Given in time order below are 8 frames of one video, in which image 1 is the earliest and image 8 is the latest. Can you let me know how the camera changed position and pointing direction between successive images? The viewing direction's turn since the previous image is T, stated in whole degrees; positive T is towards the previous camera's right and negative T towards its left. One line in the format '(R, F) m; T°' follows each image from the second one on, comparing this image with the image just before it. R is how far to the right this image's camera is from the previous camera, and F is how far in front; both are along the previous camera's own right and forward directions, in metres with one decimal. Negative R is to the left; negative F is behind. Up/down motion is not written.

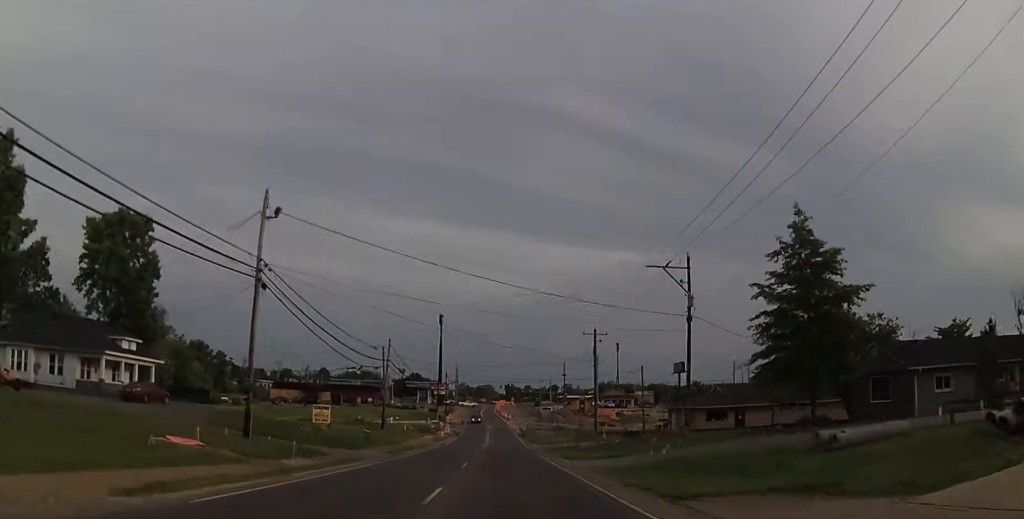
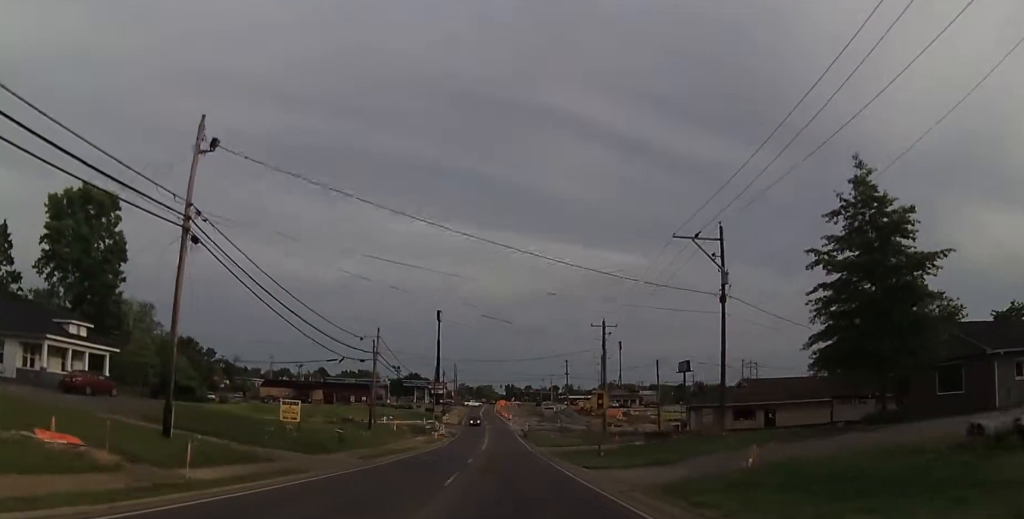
(0.0, +7.1) m; 0°
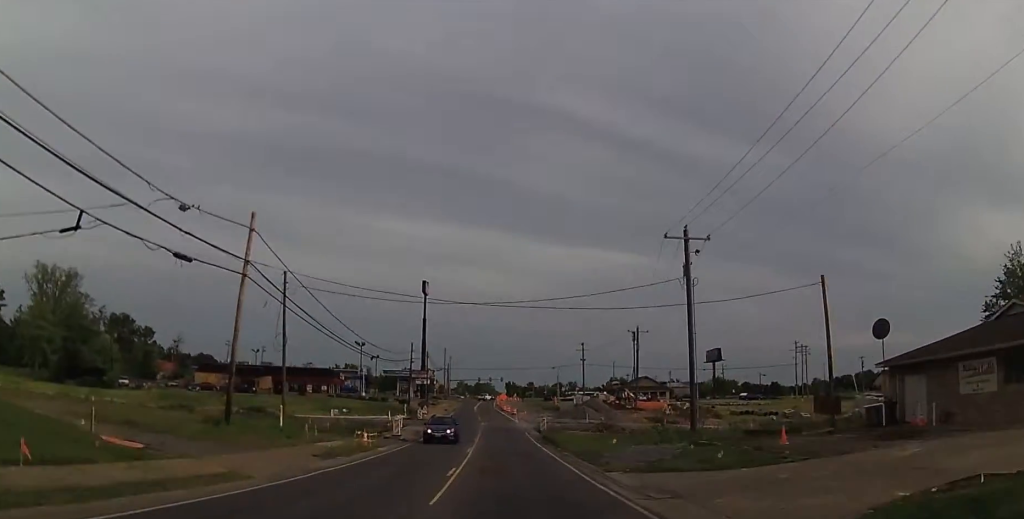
(0.0, +35.4) m; 0°
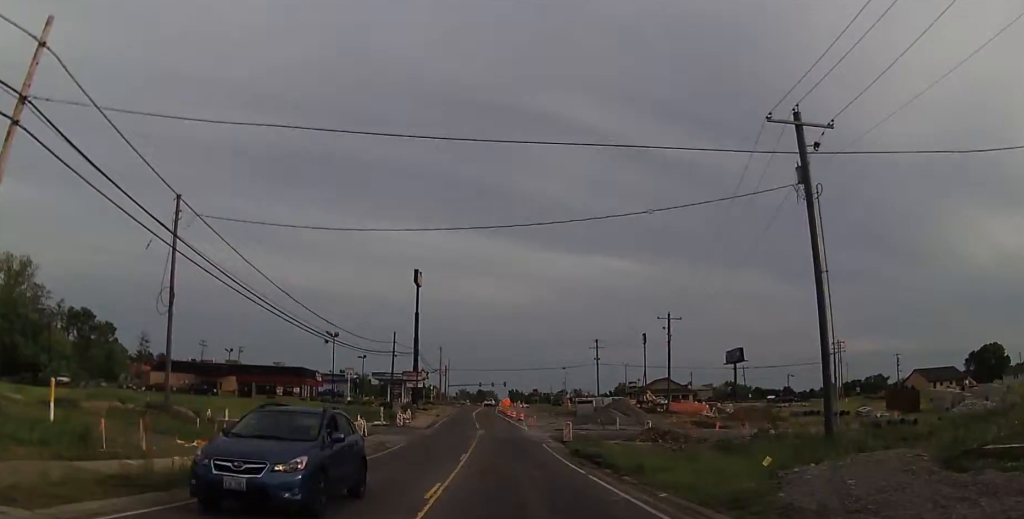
(0.0, +17.9) m; 0°
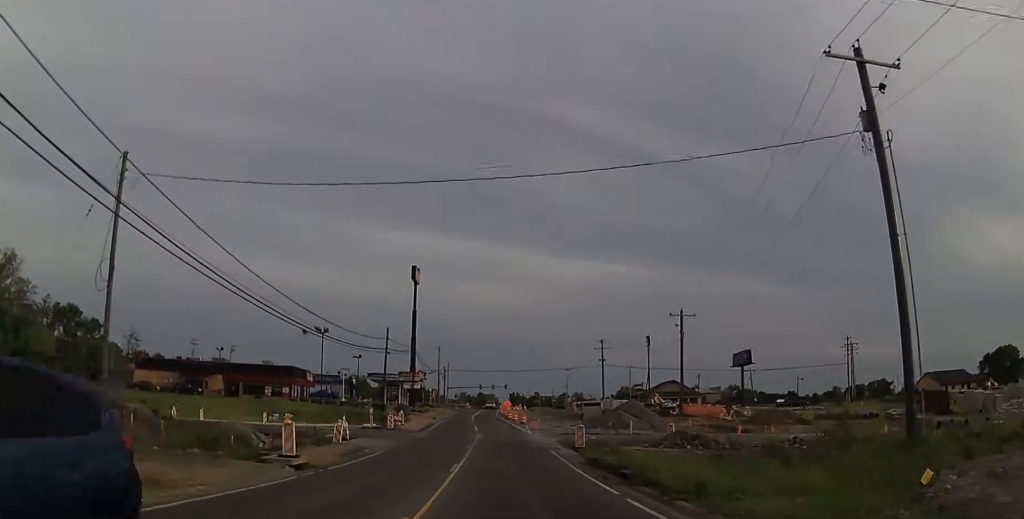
(0.0, +5.6) m; 0°
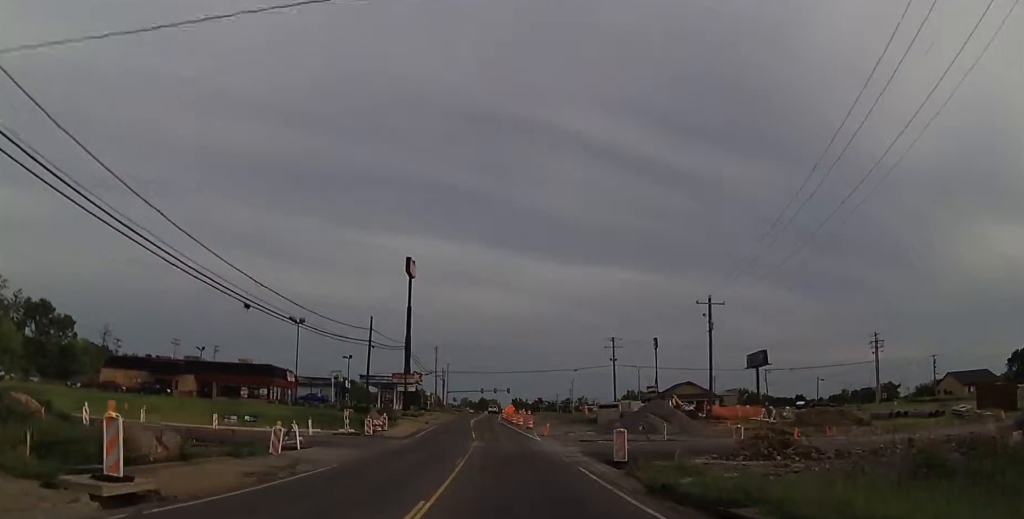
(0.0, +10.3) m; 0°
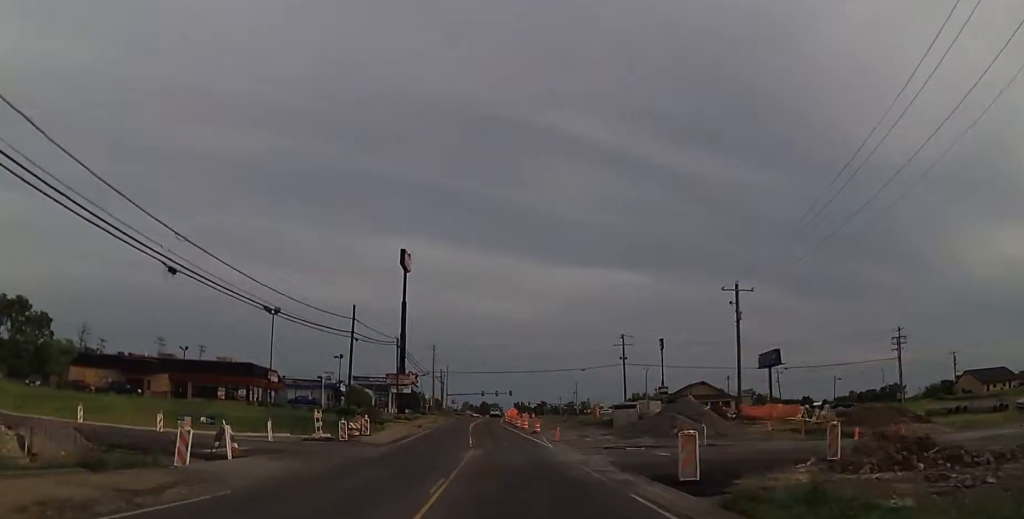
(0.0, +8.9) m; 0°
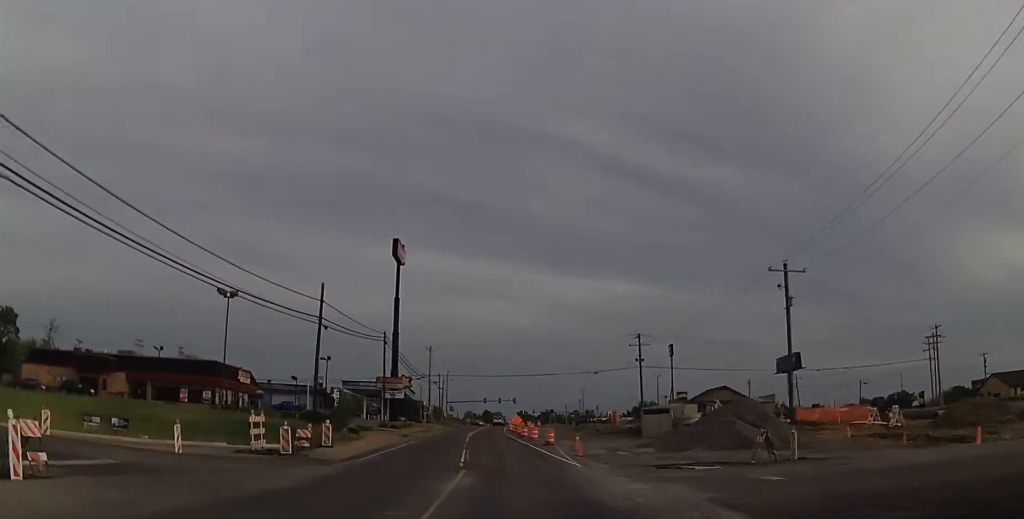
(0.0, +9.8) m; -1°
